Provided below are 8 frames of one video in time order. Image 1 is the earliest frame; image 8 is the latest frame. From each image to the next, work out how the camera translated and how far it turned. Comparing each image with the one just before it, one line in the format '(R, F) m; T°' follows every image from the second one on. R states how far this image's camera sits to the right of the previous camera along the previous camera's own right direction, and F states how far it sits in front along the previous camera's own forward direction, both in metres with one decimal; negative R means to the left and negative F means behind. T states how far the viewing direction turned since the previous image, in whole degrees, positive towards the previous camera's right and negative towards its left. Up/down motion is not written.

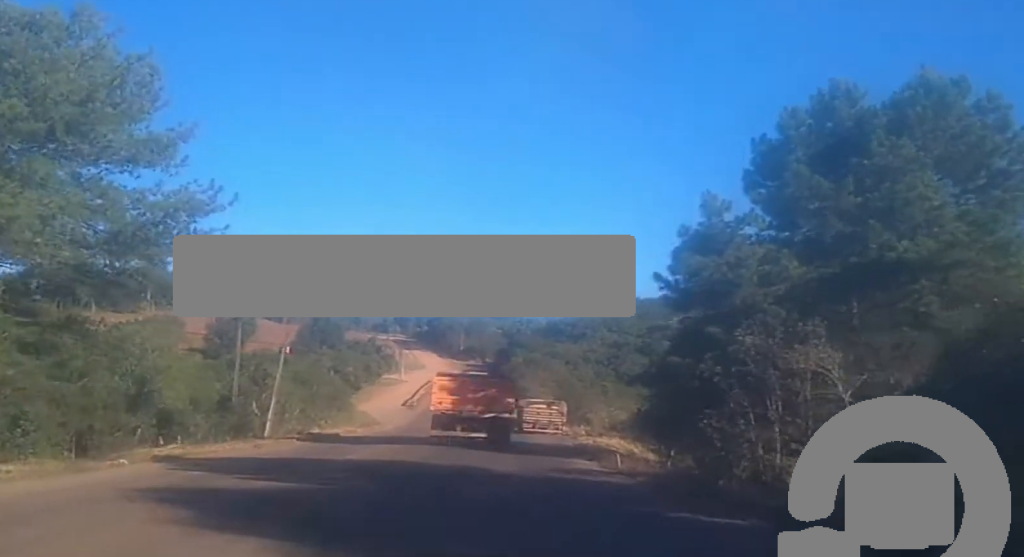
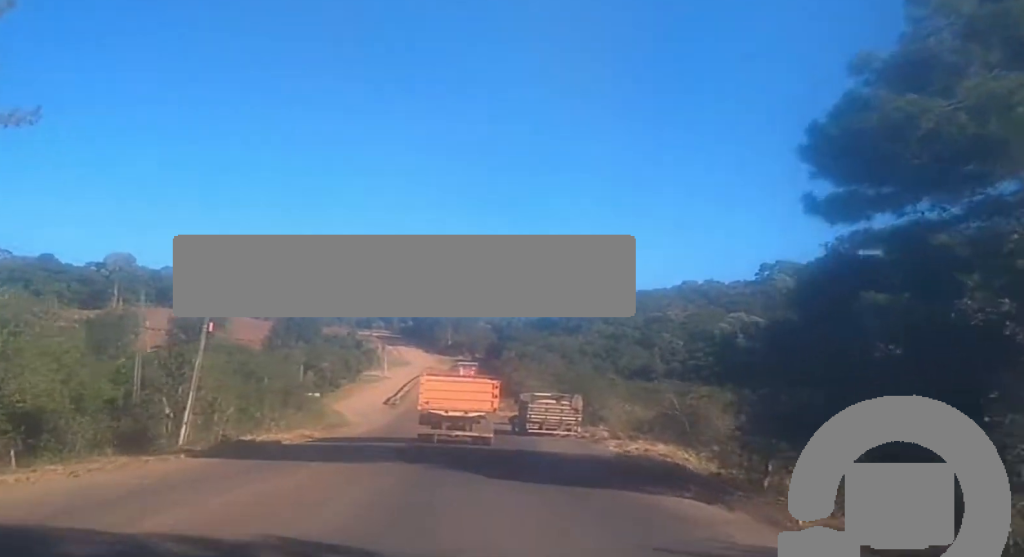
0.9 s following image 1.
(-0.1, +15.3) m; 0°
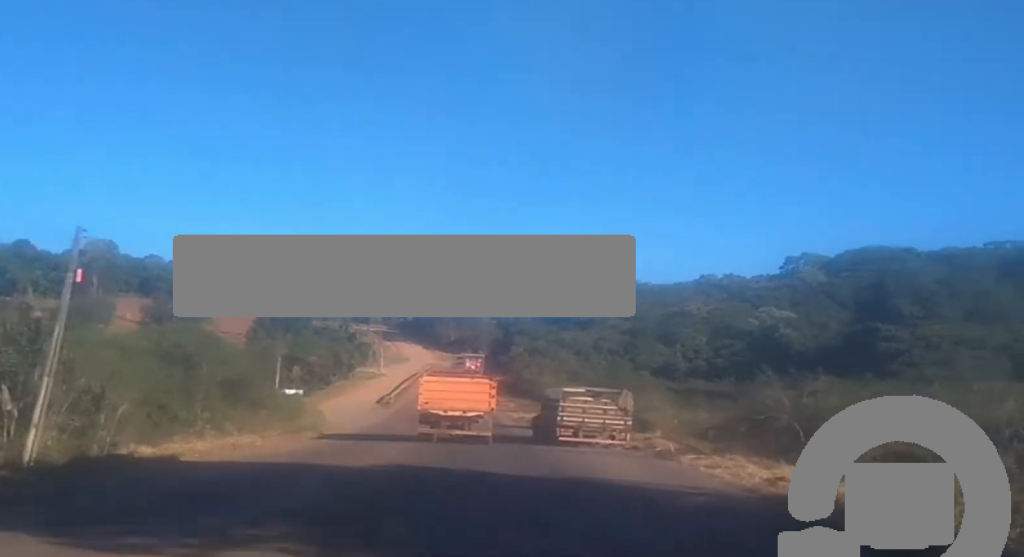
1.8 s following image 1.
(+0.2, +14.8) m; +1°
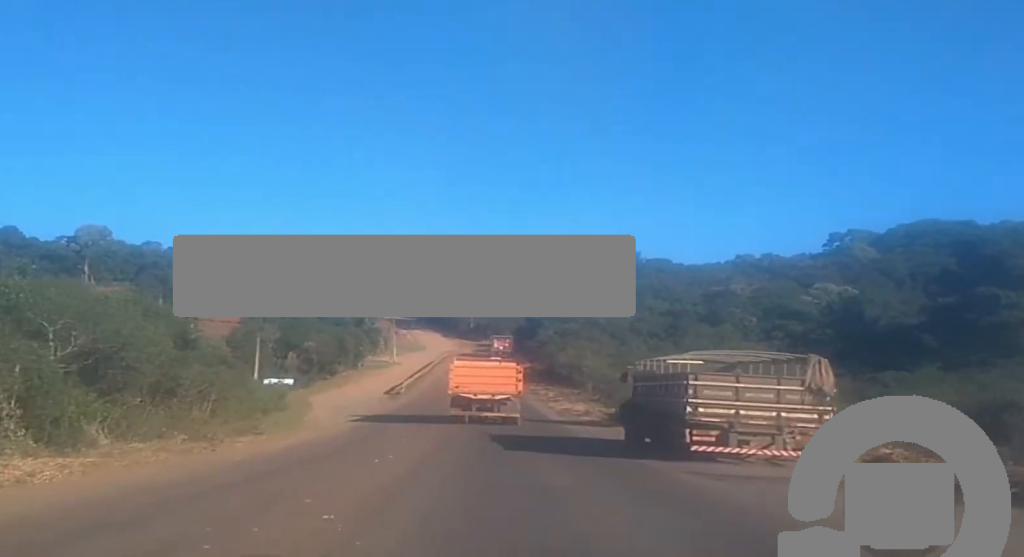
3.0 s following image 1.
(-0.1, +19.9) m; -1°
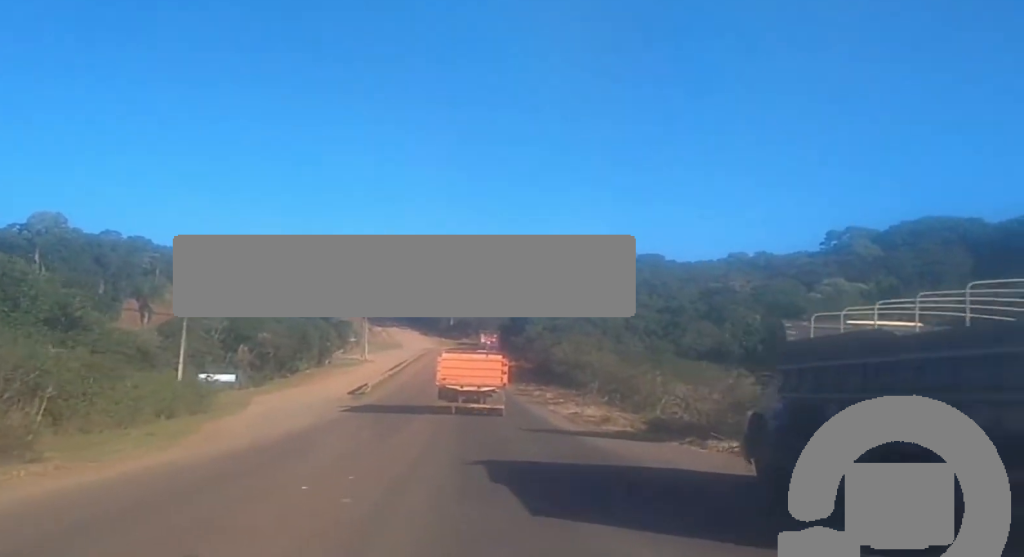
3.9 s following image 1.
(-0.2, +14.4) m; 0°
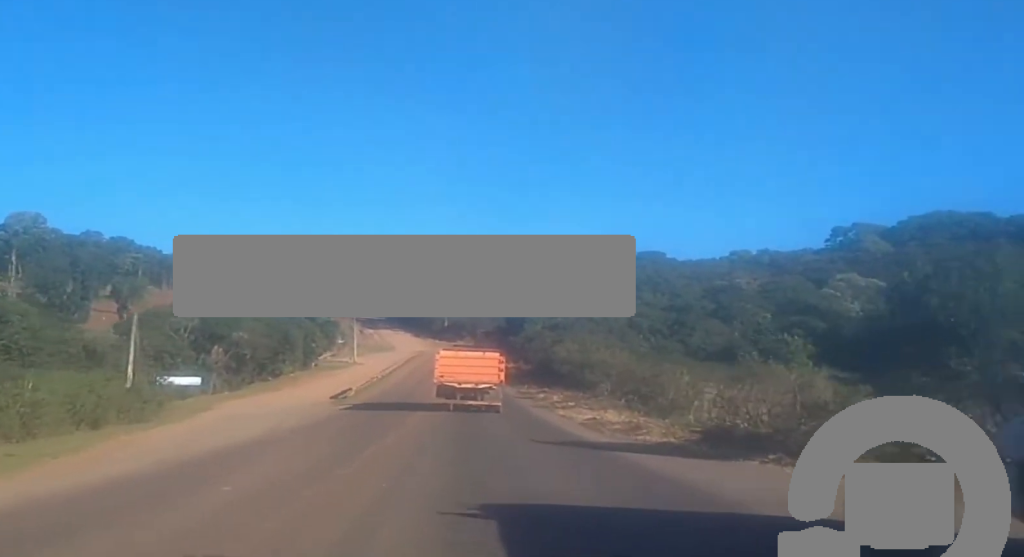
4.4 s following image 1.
(+0.2, +7.8) m; +1°
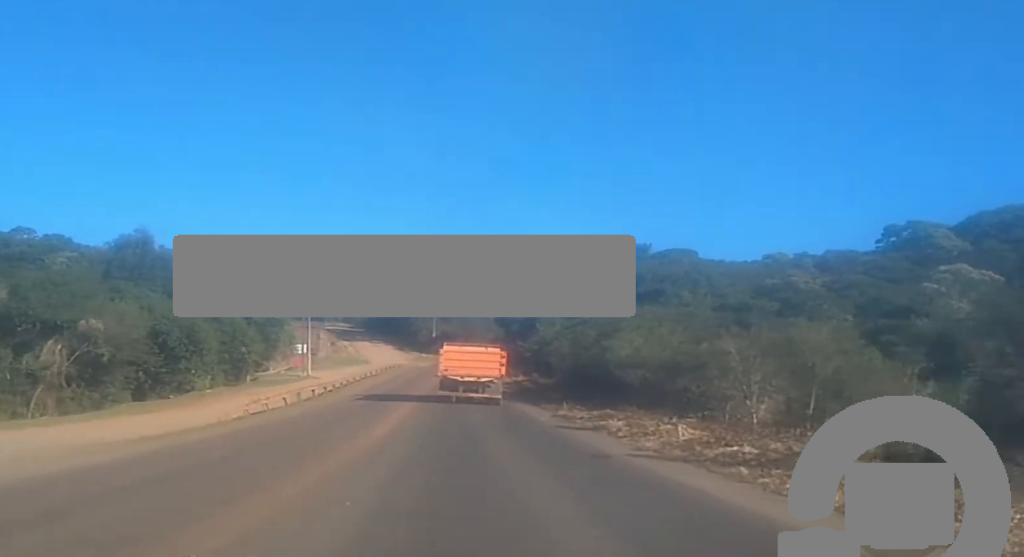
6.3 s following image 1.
(+0.2, +32.4) m; 0°
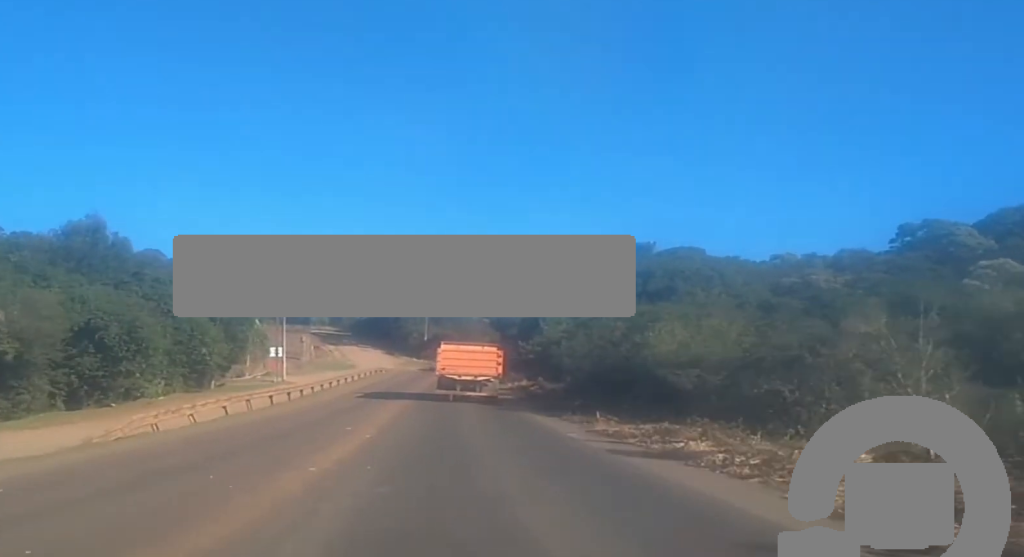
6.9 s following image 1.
(-0.2, +10.7) m; +1°
